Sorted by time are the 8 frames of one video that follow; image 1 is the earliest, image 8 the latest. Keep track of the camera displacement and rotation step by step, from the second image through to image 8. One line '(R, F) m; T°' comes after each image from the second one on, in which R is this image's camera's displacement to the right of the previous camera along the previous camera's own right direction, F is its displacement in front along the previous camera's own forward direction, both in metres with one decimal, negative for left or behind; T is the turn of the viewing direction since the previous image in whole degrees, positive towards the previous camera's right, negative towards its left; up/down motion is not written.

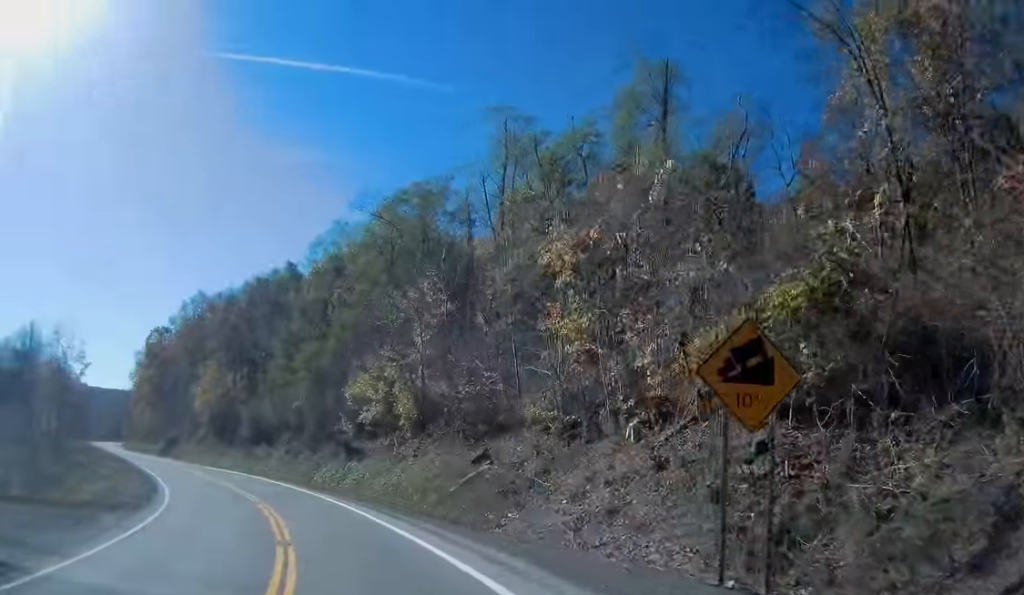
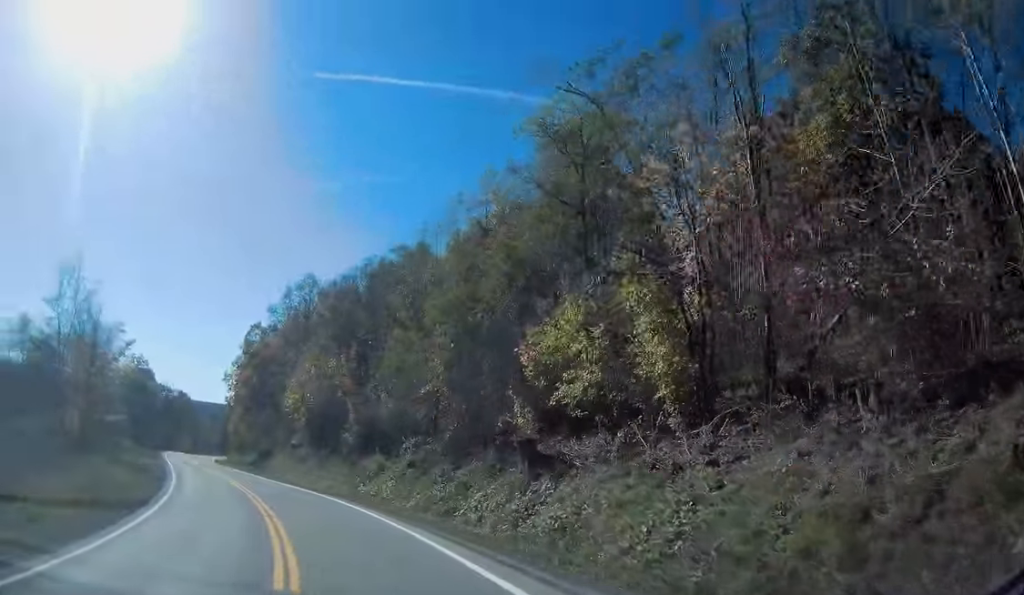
(-1.6, +18.6) m; -10°
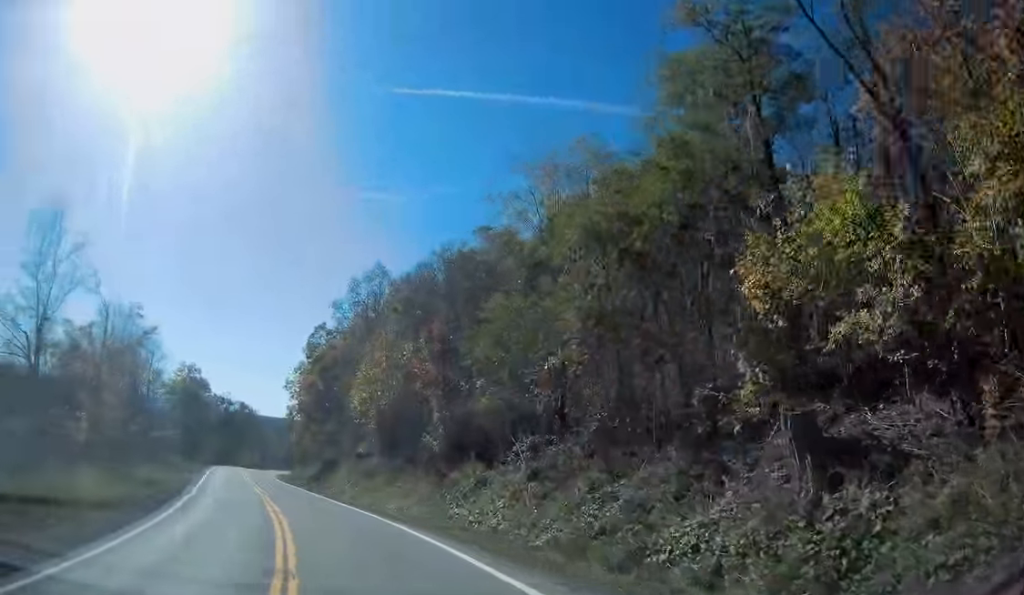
(-0.4, +10.0) m; -6°
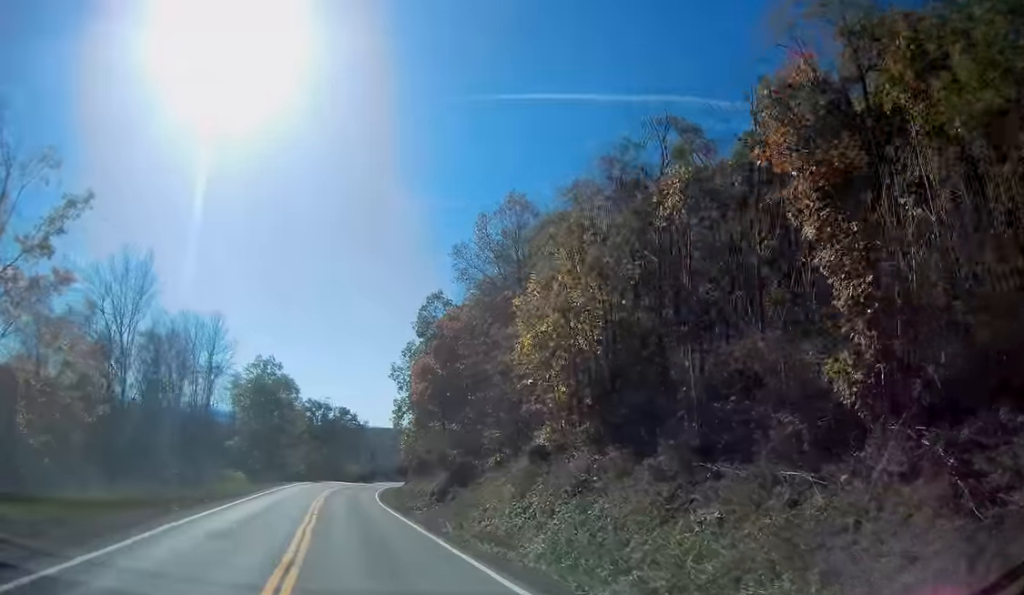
(-2.1, +22.9) m; -8°
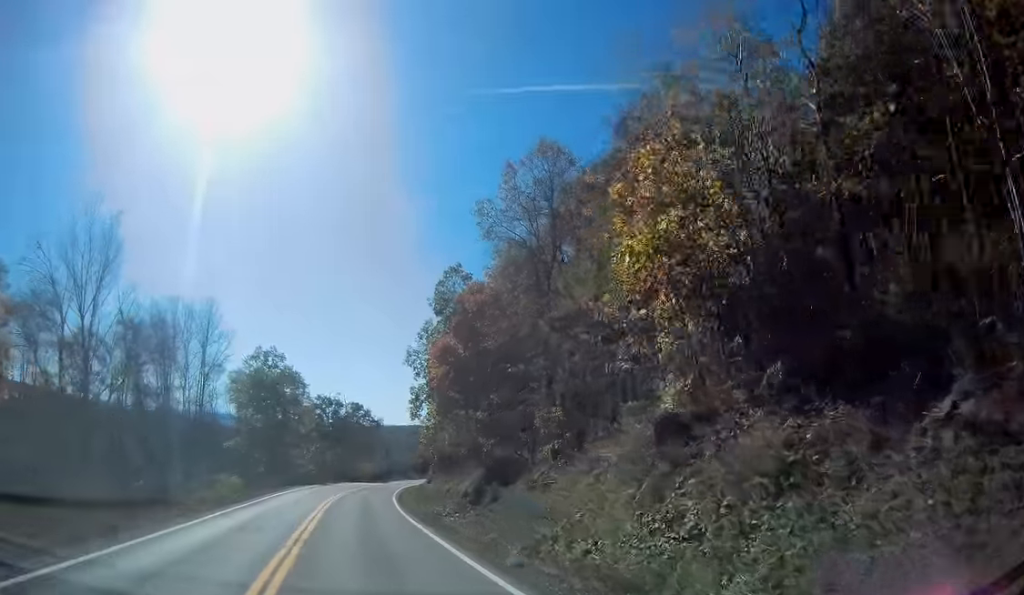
(-0.2, +8.7) m; -2°
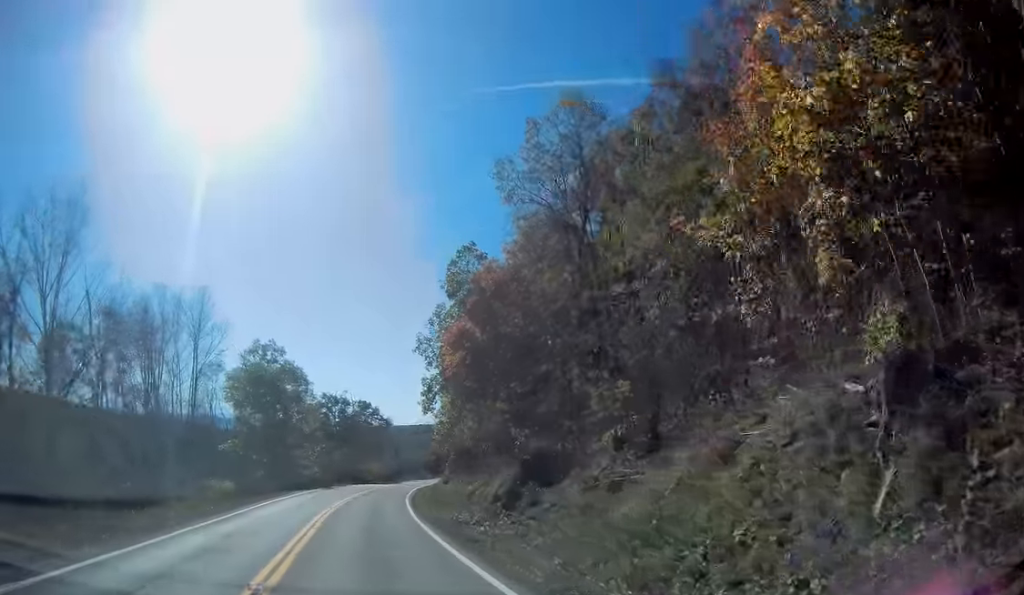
(-0.2, +6.1) m; -1°
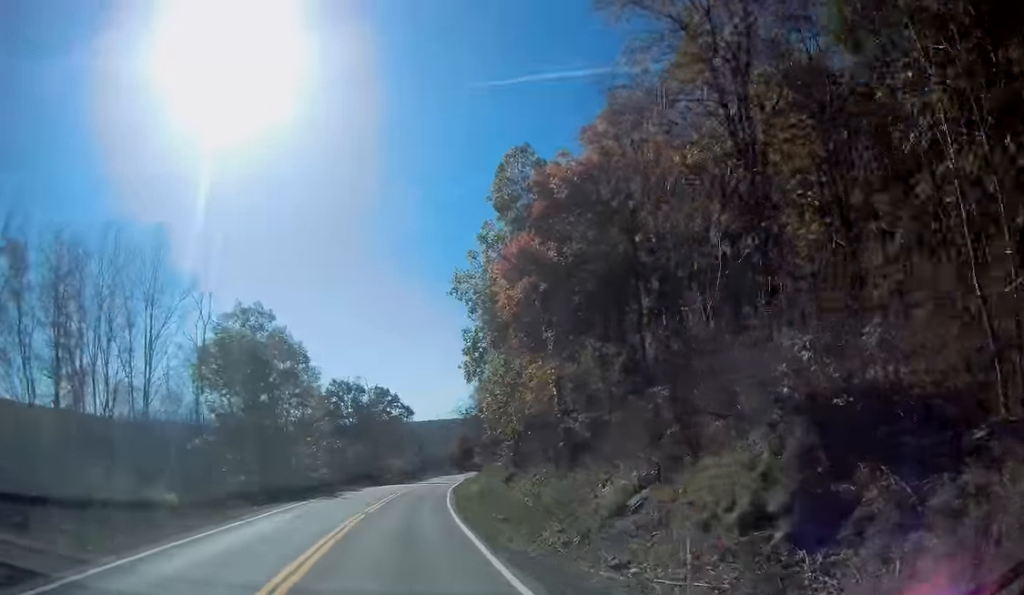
(-0.2, +18.7) m; -1°
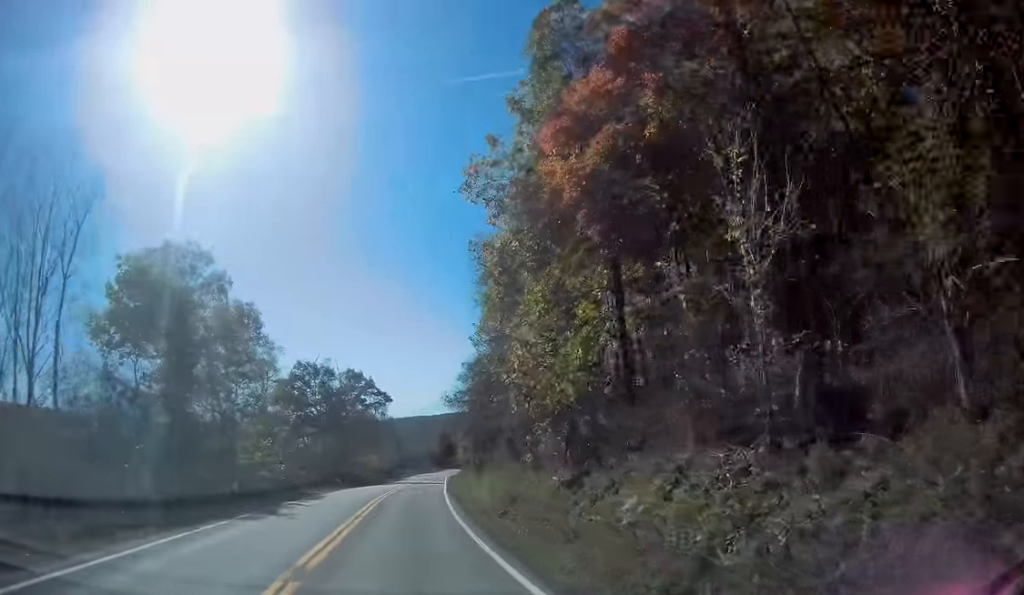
(-0.3, +15.7) m; +2°
